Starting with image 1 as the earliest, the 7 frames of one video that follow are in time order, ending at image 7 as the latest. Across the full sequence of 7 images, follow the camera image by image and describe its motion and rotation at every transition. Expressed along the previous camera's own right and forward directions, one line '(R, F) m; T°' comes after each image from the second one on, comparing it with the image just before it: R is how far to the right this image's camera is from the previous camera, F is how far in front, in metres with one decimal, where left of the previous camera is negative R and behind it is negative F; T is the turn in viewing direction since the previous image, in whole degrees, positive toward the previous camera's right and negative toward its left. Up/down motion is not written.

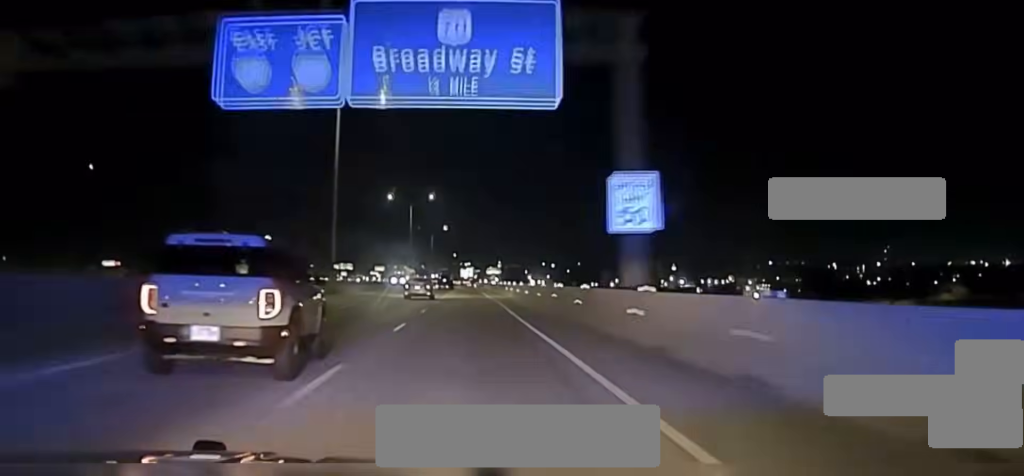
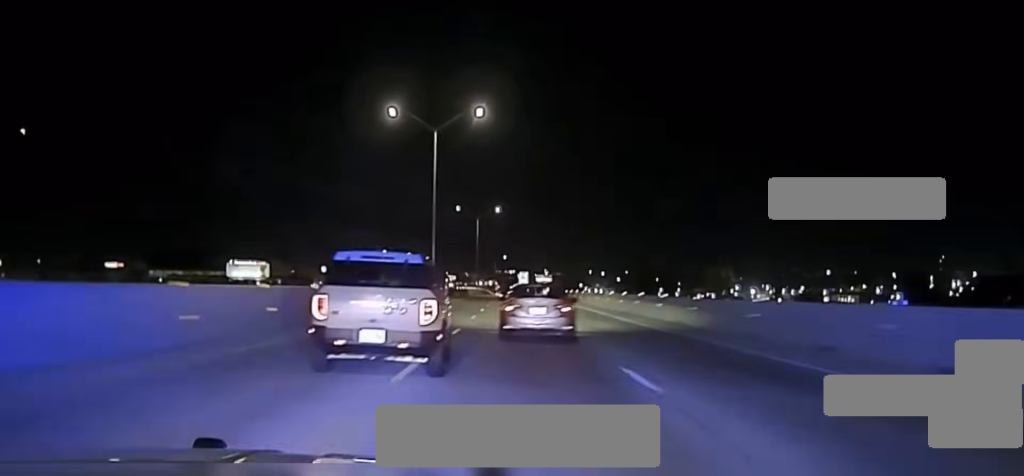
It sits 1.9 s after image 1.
(-1.6, +78.5) m; -1°
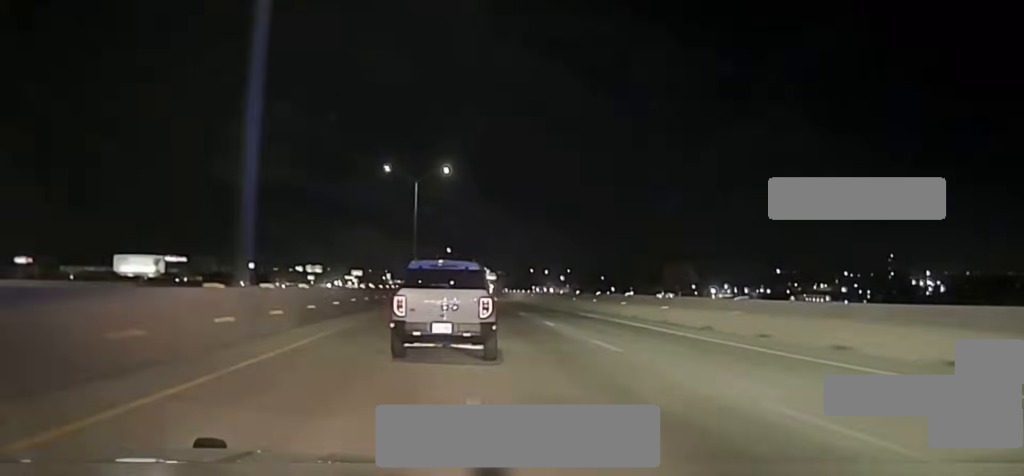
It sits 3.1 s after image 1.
(+1.3, +47.8) m; +3°
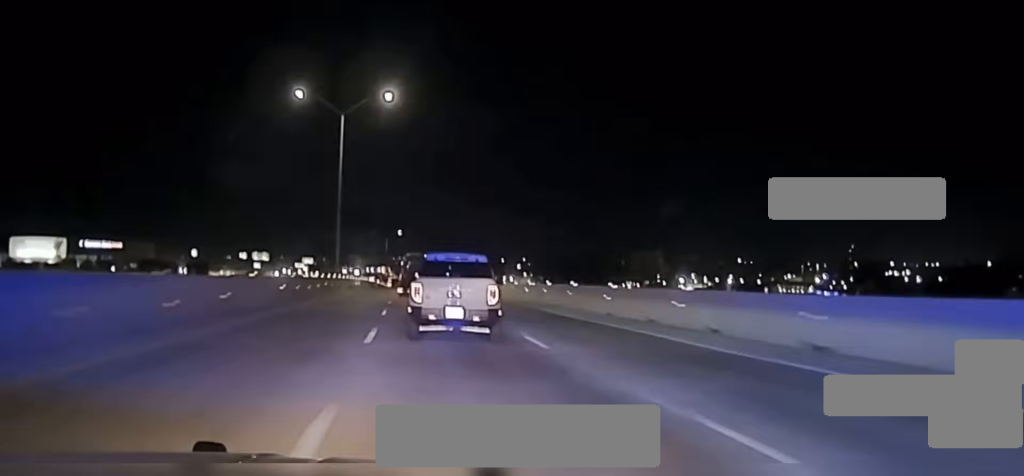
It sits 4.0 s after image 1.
(+0.7, +37.4) m; +1°
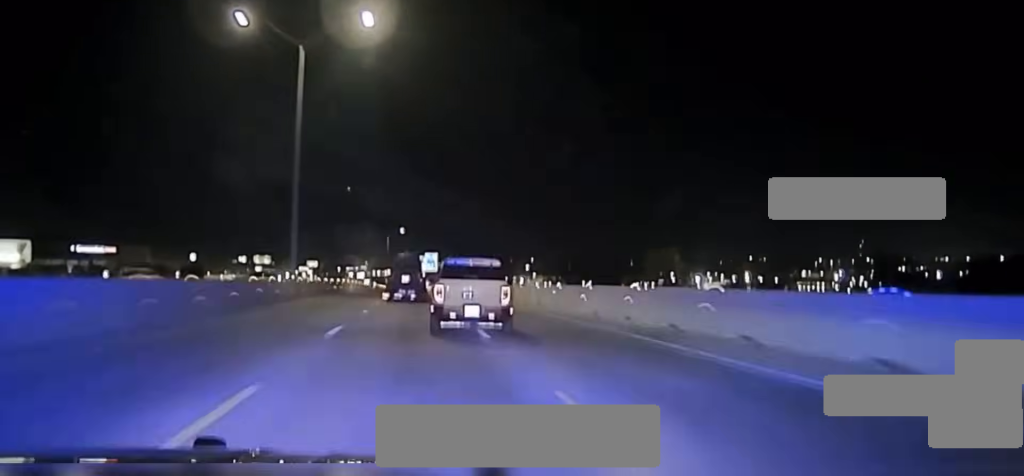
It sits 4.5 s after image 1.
(+0.2, +24.7) m; 0°
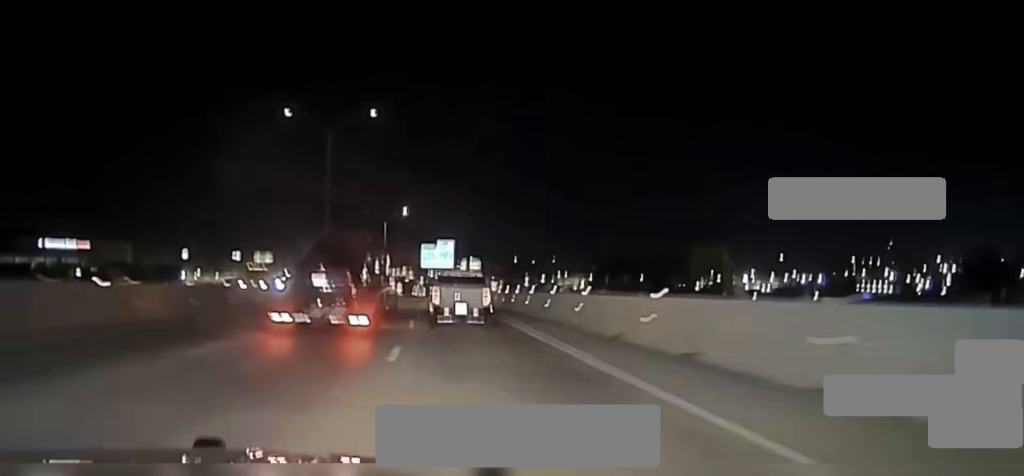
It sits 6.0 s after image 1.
(-0.7, +70.2) m; -1°
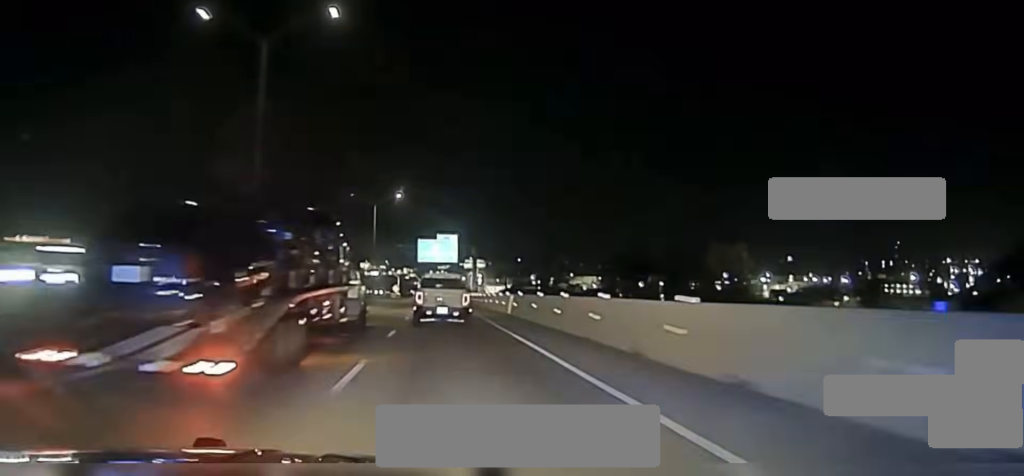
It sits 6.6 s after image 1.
(0.0, +29.9) m; 0°
